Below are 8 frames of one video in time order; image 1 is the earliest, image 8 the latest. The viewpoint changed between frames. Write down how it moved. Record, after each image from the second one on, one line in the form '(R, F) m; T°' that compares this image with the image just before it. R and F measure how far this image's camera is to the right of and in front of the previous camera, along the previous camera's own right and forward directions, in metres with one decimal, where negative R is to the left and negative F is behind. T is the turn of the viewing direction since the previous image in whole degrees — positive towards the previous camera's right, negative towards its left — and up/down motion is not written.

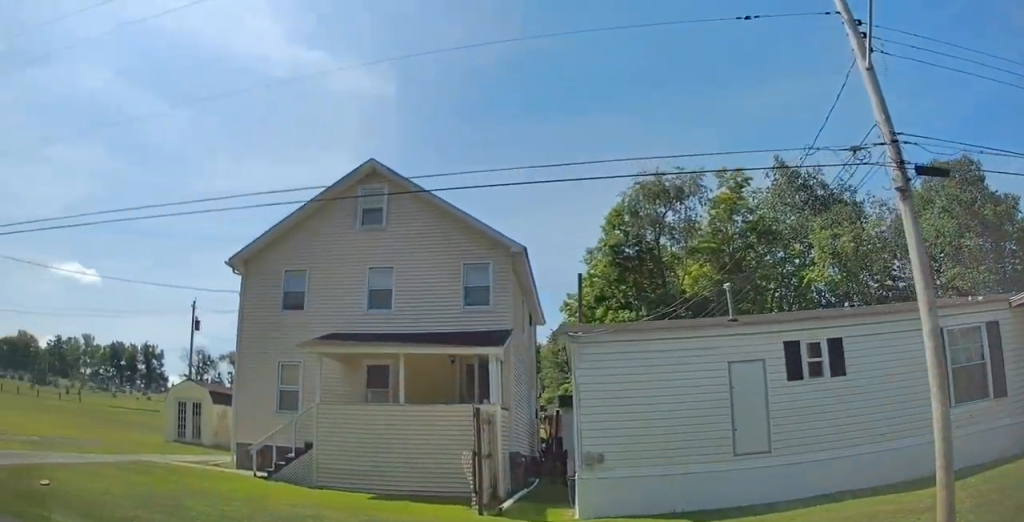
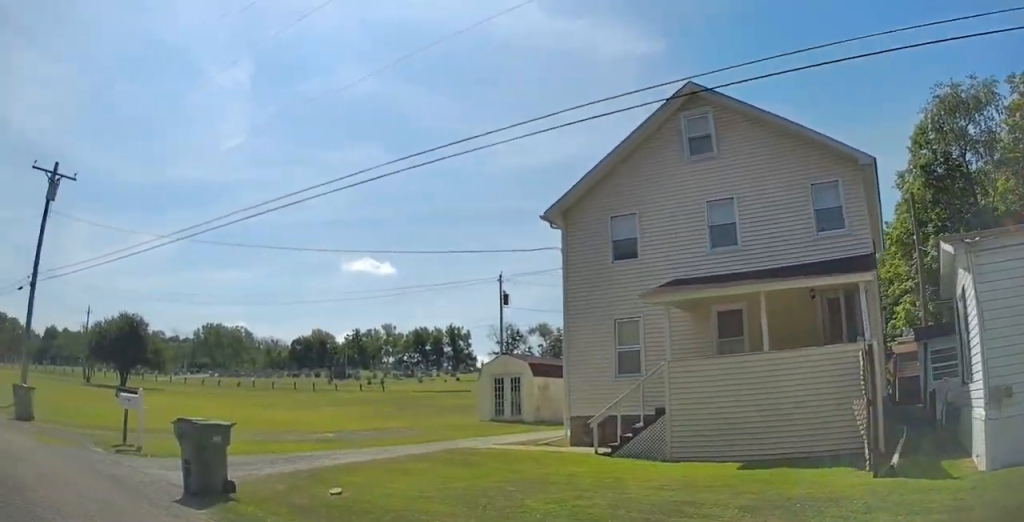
(-1.1, +2.1) m; -39°
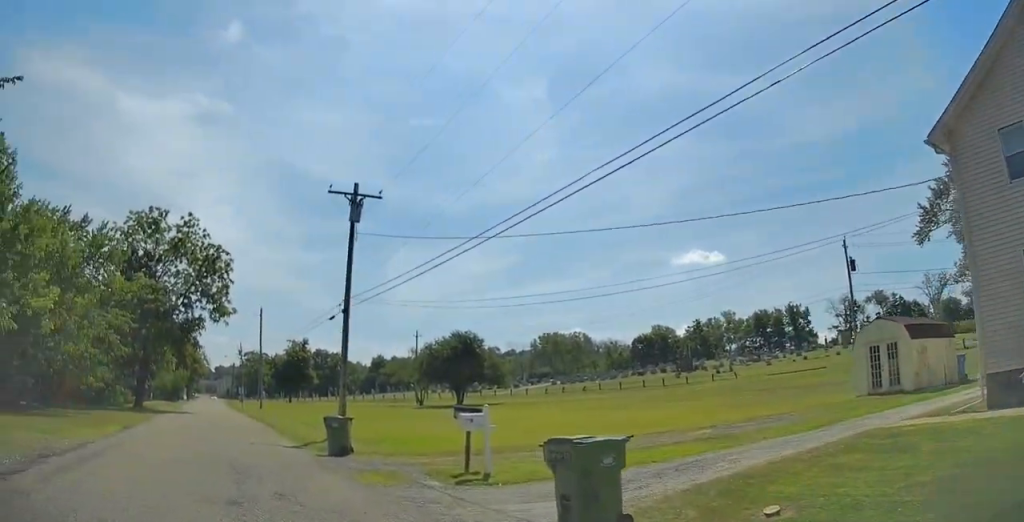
(-1.1, +3.0) m; -27°
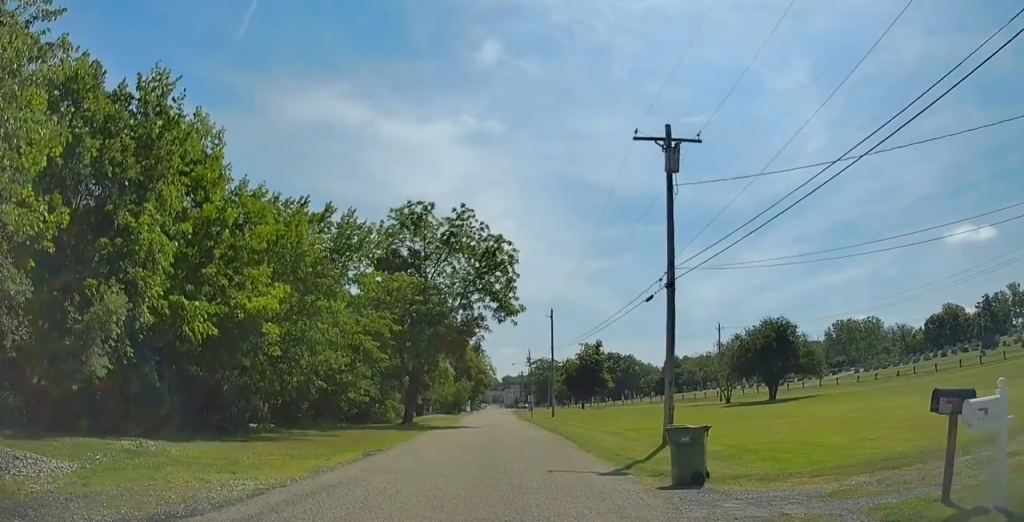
(-1.4, +6.5) m; -16°
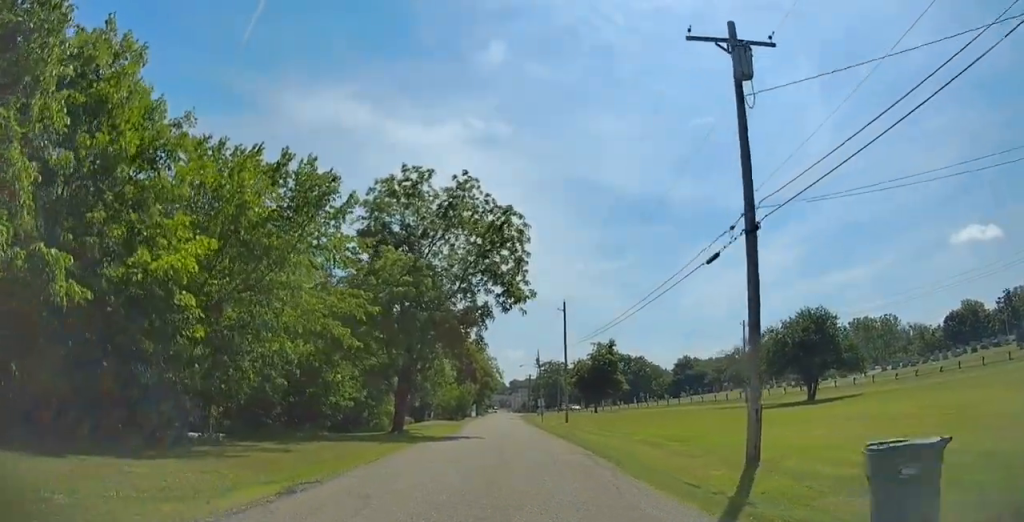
(-0.3, +6.8) m; -6°
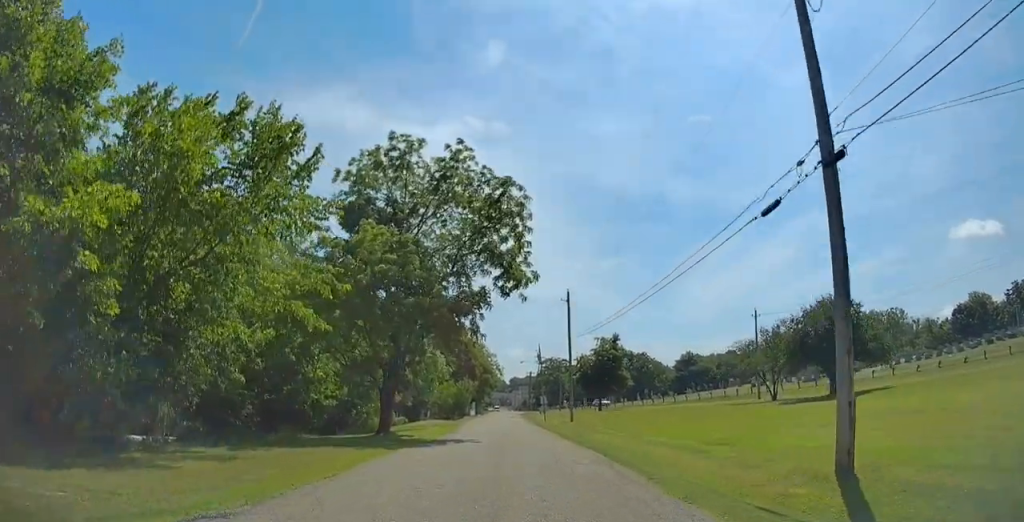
(-0.2, +3.9) m; -2°
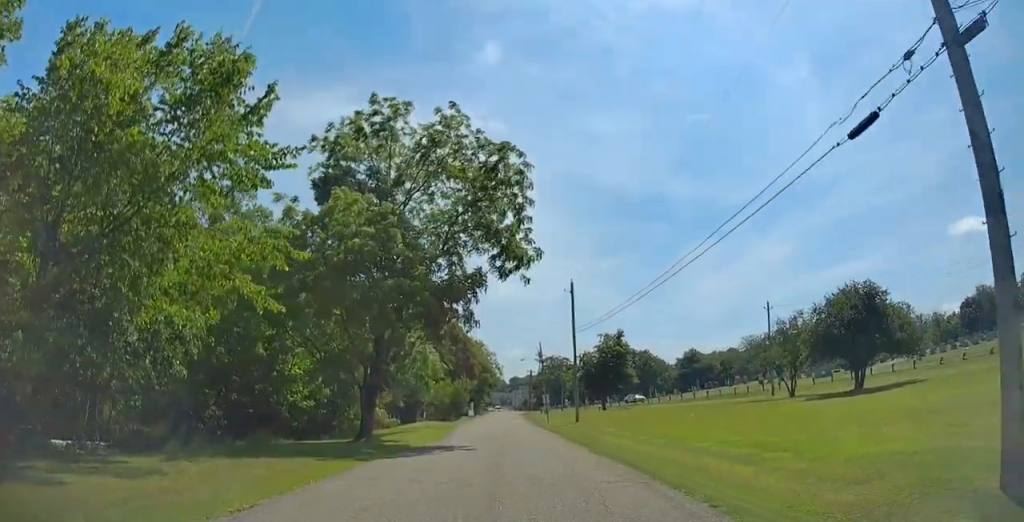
(0.0, +4.0) m; 0°
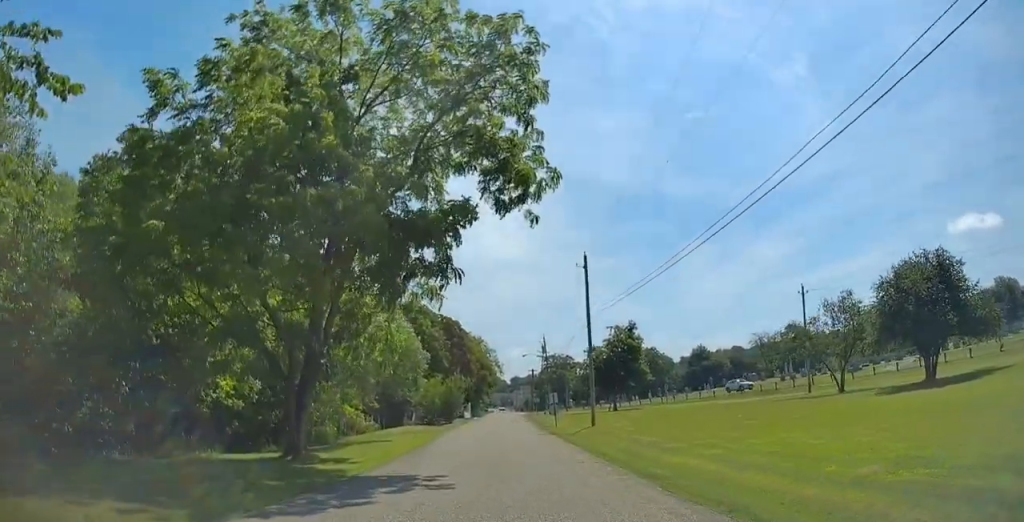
(+0.1, +8.7) m; +1°
